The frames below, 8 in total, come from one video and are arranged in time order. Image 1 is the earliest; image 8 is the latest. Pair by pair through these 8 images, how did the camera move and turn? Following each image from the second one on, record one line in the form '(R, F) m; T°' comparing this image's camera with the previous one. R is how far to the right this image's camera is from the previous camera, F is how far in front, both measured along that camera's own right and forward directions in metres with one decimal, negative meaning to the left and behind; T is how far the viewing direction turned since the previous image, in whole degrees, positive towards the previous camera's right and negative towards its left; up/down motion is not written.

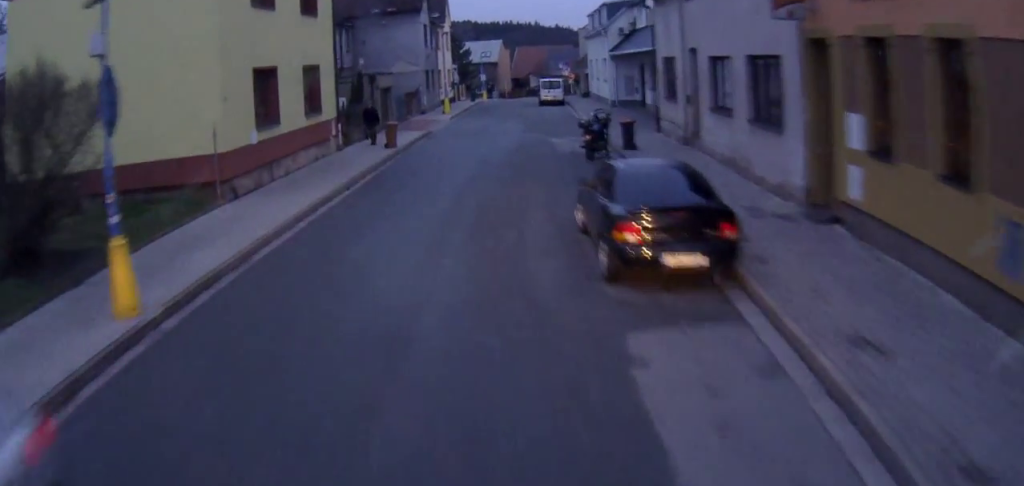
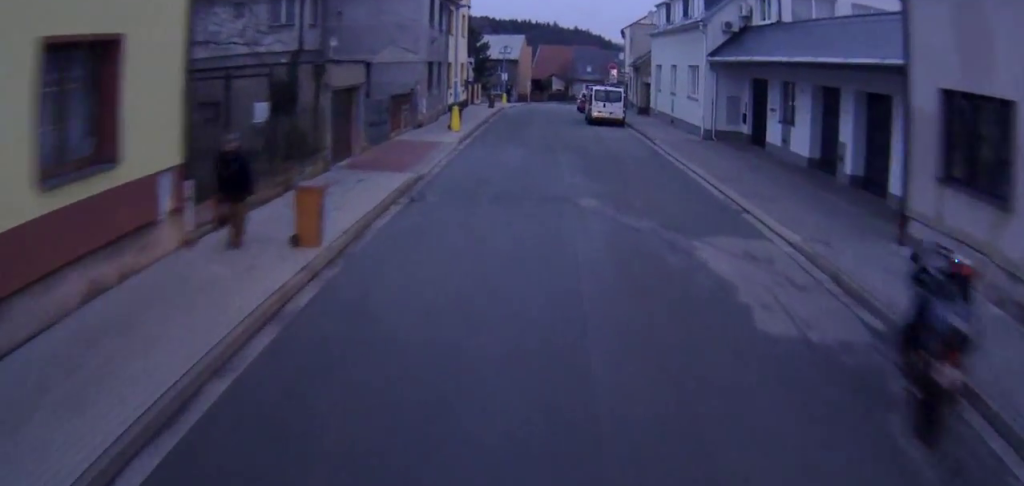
(-3.2, +15.4) m; -21°
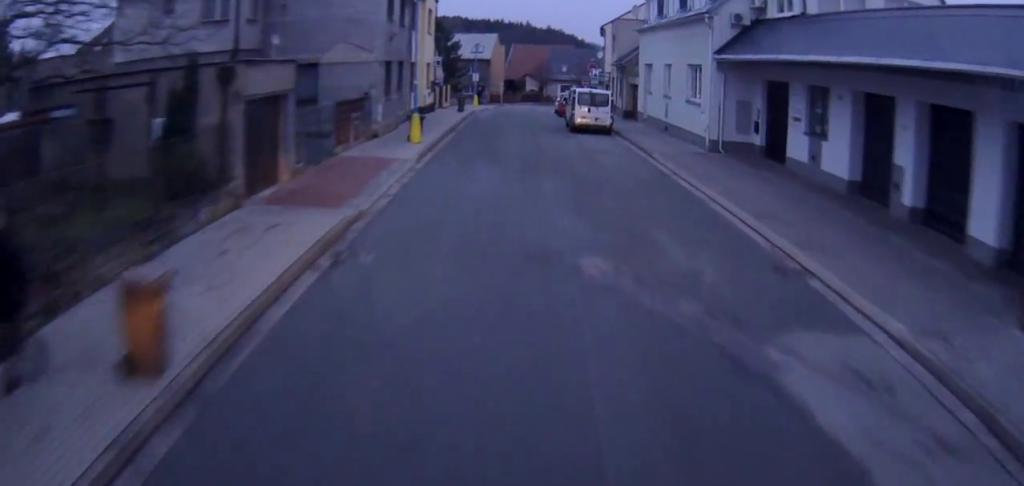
(-0.5, +4.5) m; -3°
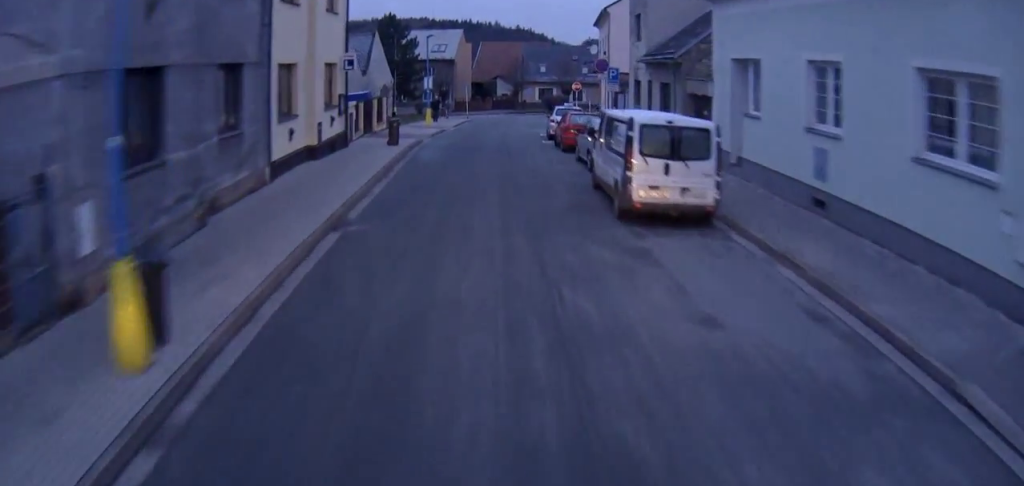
(-1.0, +17.9) m; -1°
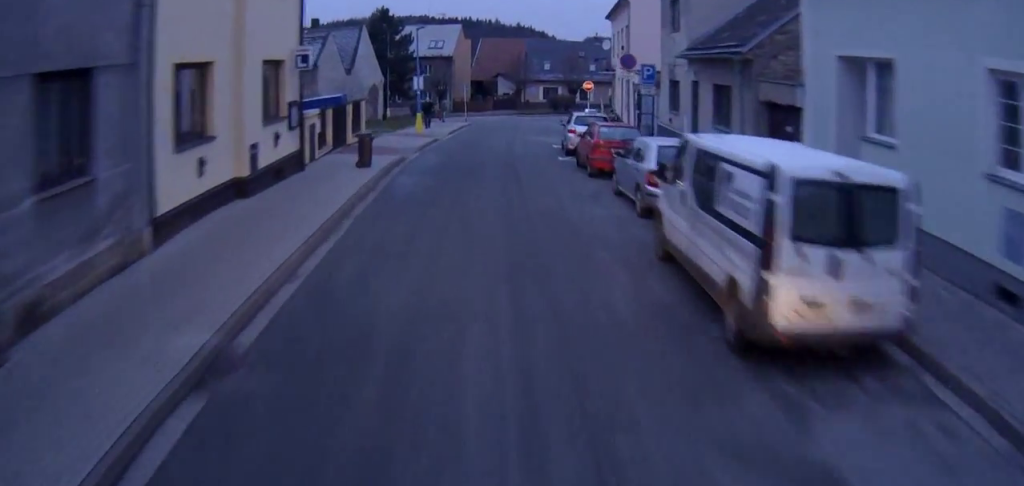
(-0.4, +5.8) m; +5°
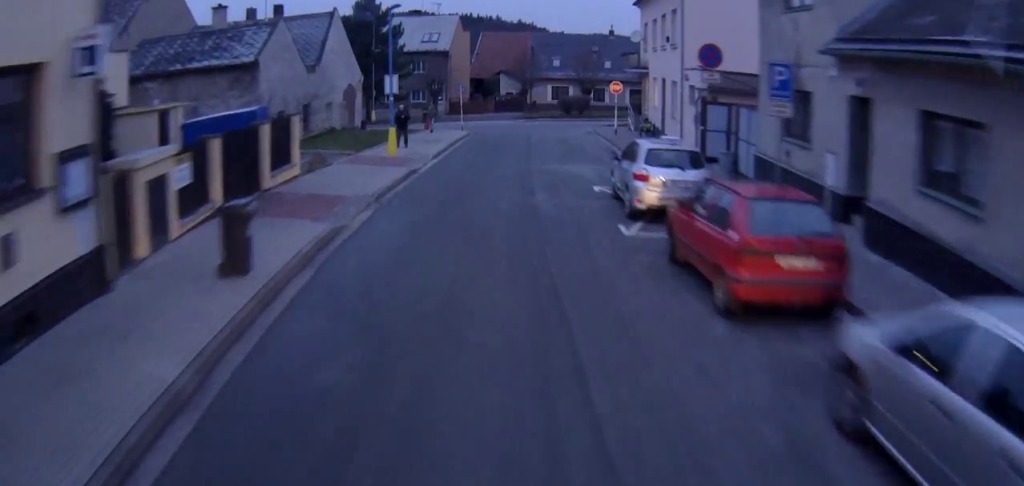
(+1.6, +9.0) m; +12°
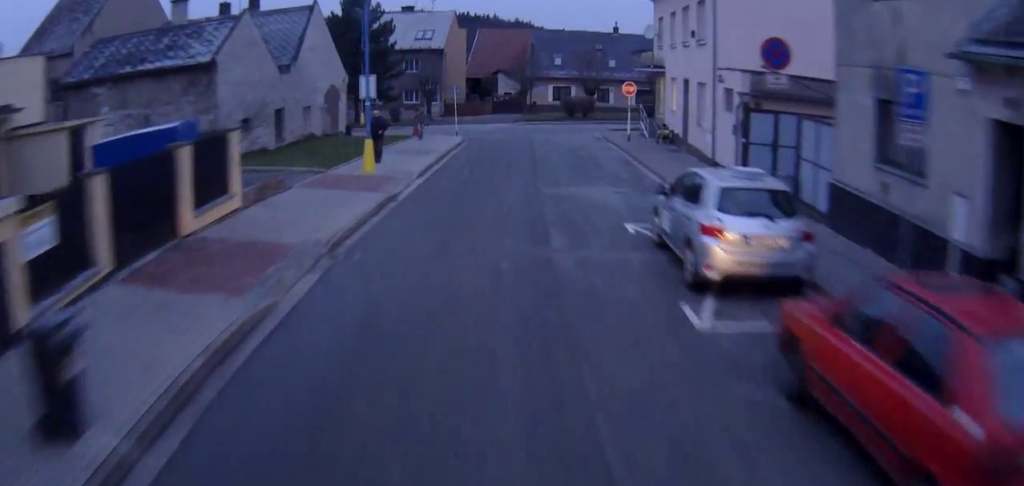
(+0.1, +3.9) m; +3°
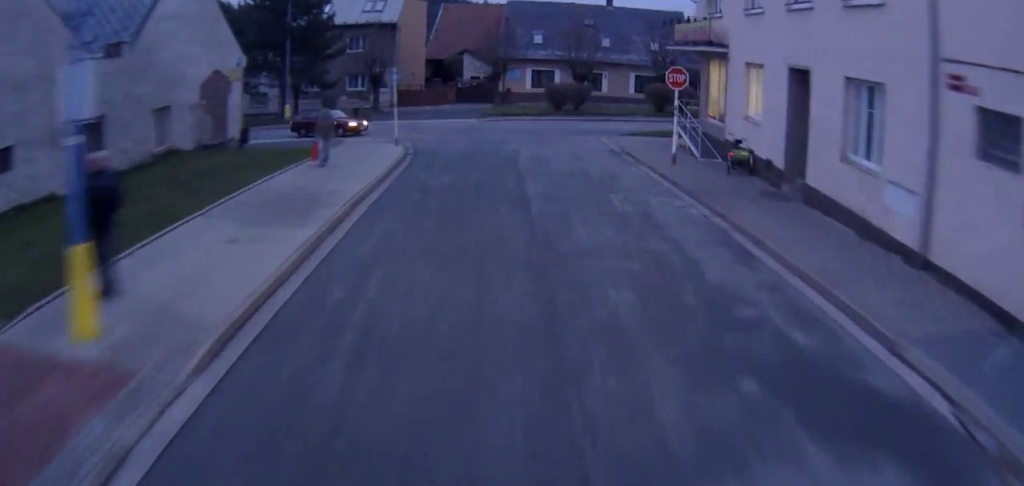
(+1.1, +12.6) m; +13°
